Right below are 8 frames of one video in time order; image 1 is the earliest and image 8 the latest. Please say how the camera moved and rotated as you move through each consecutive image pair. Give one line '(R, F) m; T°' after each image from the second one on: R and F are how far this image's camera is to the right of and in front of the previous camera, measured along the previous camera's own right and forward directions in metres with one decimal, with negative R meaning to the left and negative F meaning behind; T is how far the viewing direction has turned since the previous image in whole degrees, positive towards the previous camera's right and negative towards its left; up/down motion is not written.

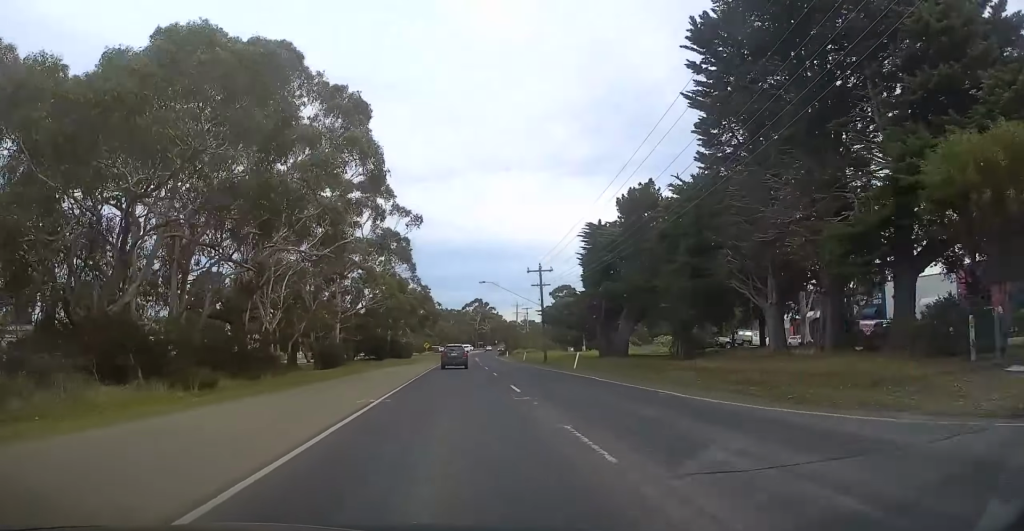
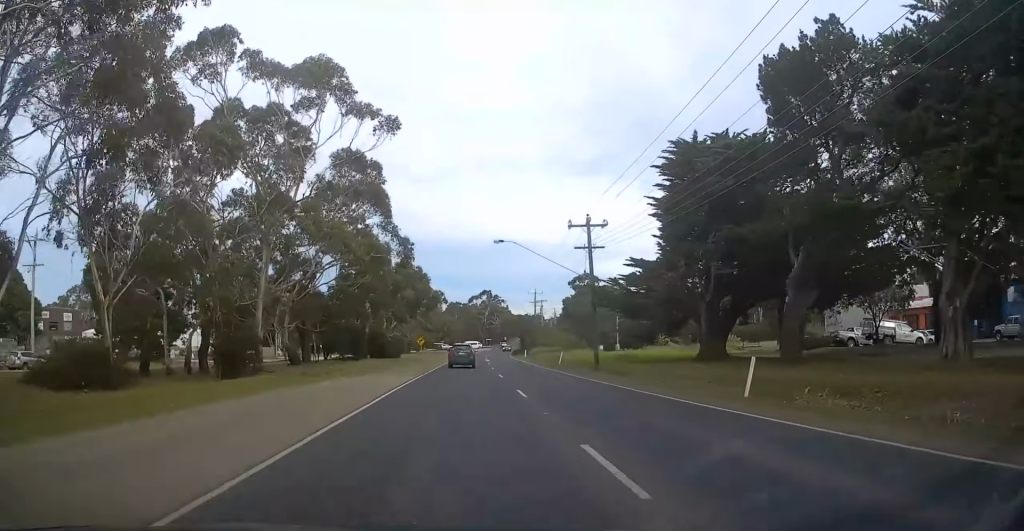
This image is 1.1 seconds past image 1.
(0.0, +24.8) m; 0°
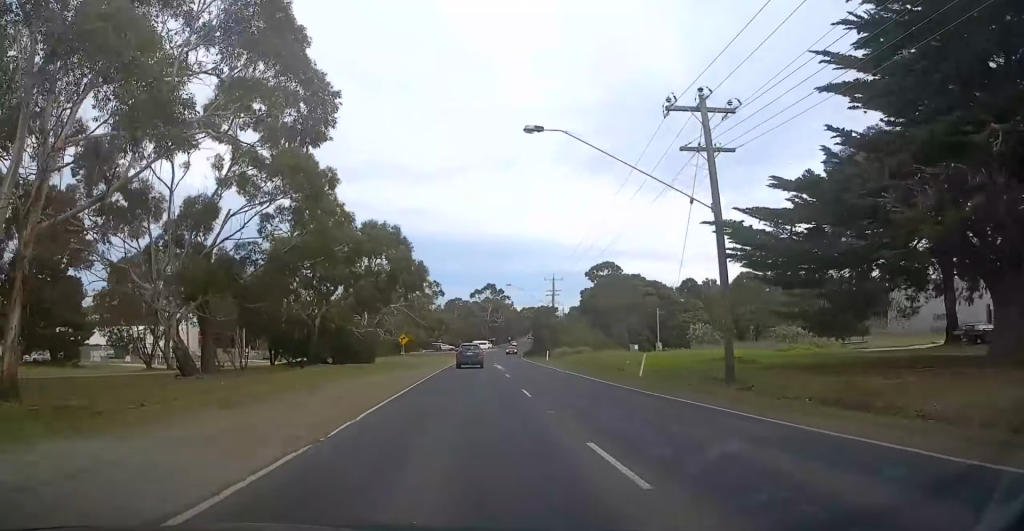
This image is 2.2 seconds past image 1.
(0.0, +22.8) m; 0°
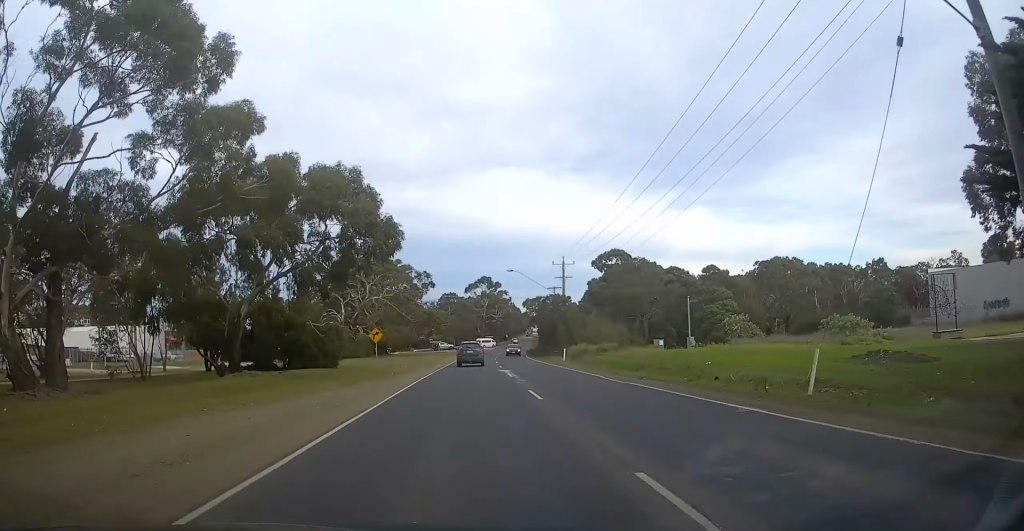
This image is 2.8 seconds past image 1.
(-0.1, +14.1) m; +1°
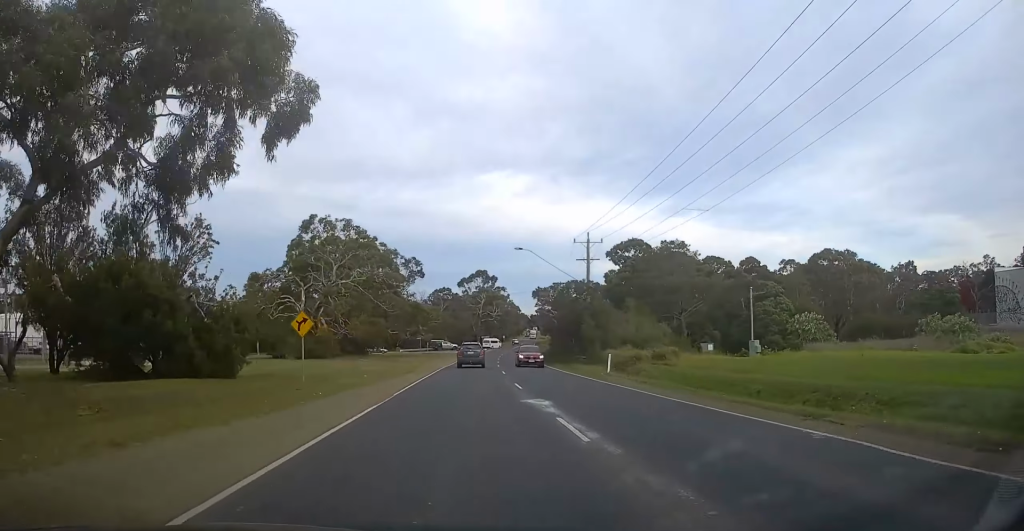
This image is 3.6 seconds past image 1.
(+0.5, +18.3) m; 0°
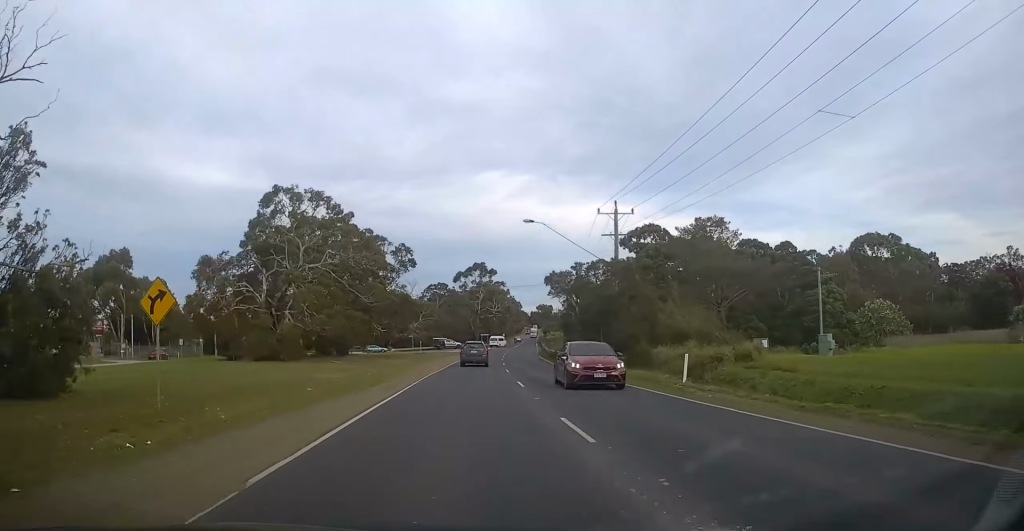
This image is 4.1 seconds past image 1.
(0.0, +12.1) m; 0°
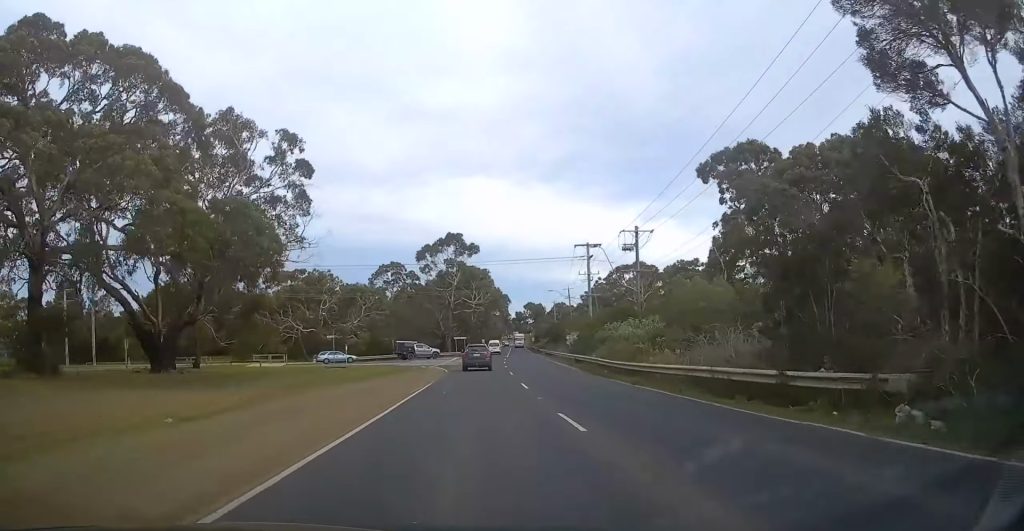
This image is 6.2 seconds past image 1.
(+0.4, +46.1) m; +2°
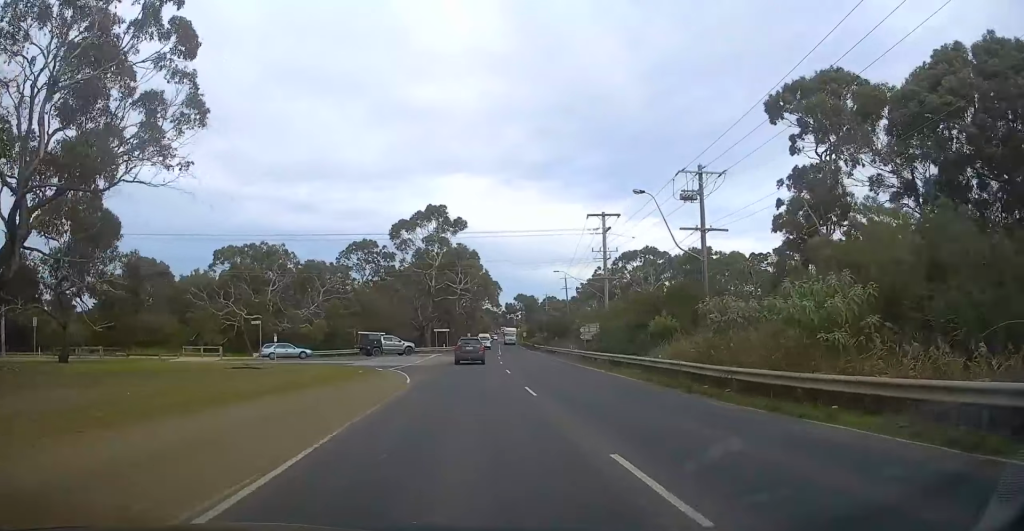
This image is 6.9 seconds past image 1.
(0.0, +17.2) m; 0°
